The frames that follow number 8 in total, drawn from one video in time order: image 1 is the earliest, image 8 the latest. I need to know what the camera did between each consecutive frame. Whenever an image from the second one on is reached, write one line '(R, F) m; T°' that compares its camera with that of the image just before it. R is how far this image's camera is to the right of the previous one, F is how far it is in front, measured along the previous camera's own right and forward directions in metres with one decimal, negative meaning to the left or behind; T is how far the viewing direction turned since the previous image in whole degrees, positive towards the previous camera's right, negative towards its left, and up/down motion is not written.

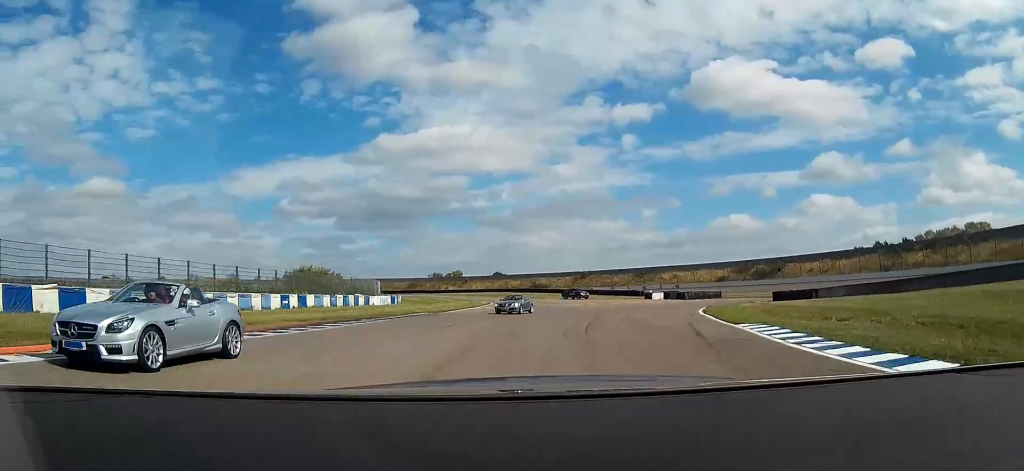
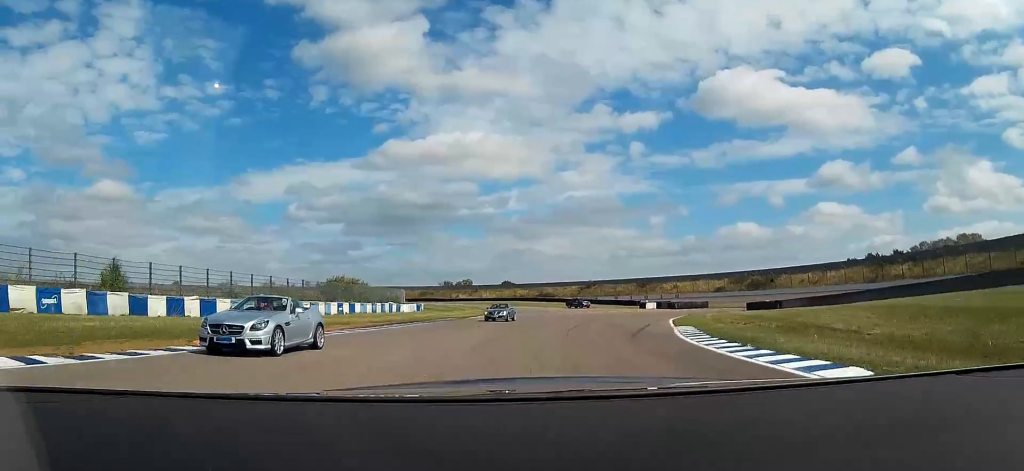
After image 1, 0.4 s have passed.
(-0.2, +11.5) m; 0°
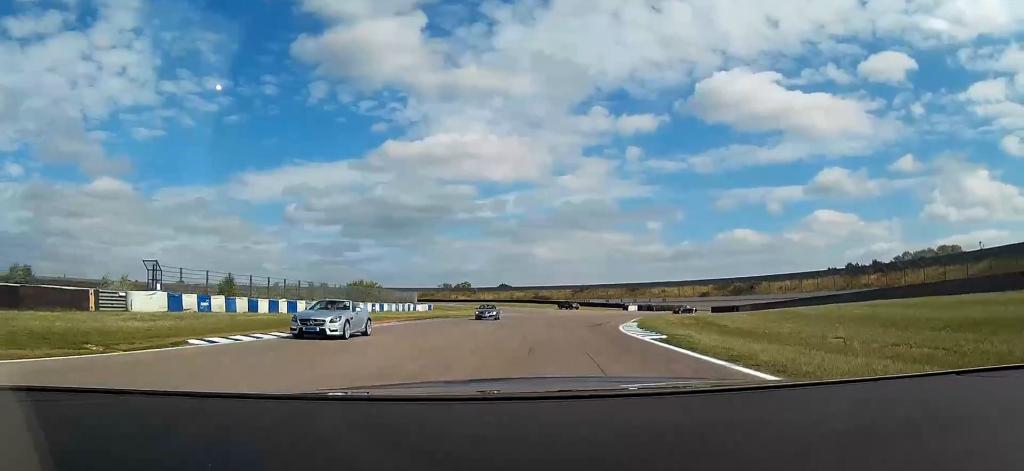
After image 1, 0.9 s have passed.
(-0.2, +13.3) m; 0°
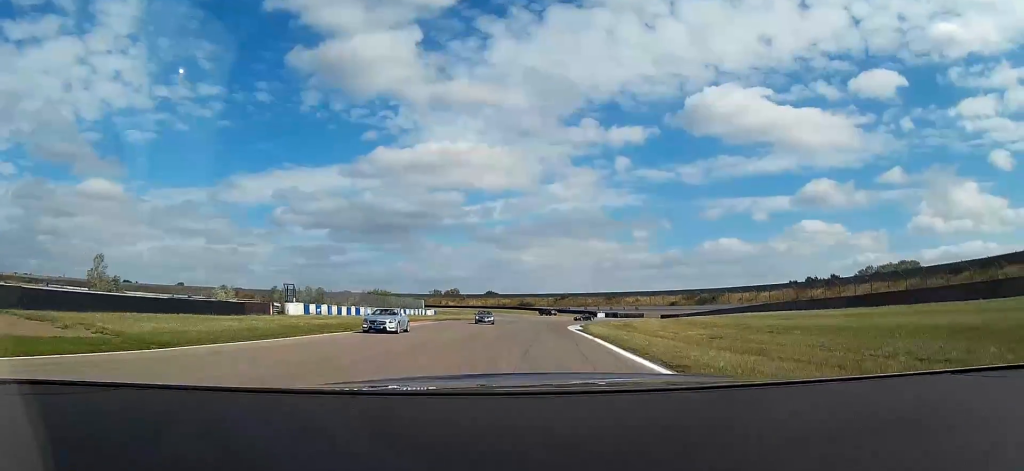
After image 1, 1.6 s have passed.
(+0.2, +23.0) m; +1°
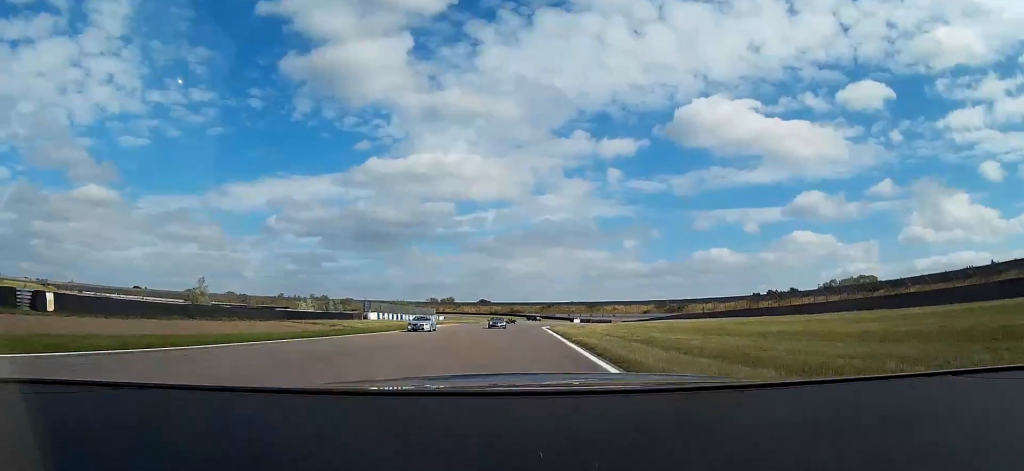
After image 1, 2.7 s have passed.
(+0.4, +31.5) m; +2°
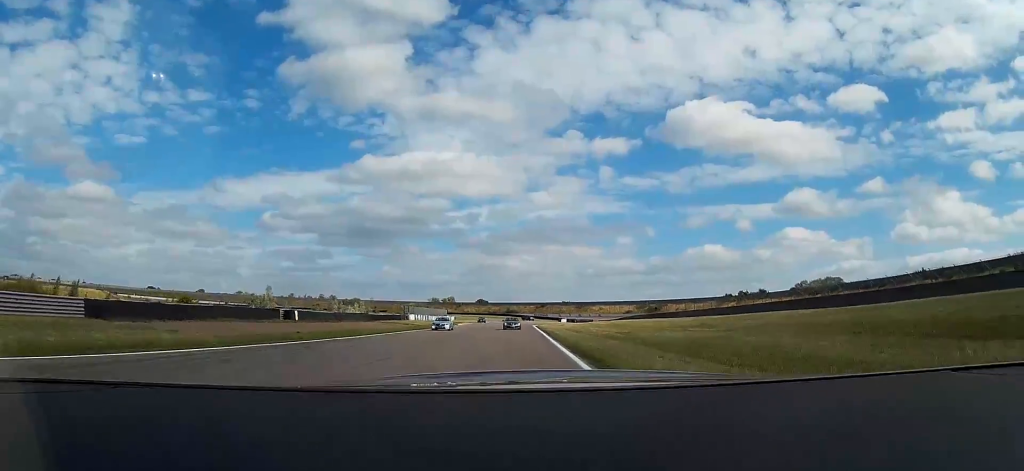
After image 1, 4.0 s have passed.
(+0.8, +33.3) m; +3°
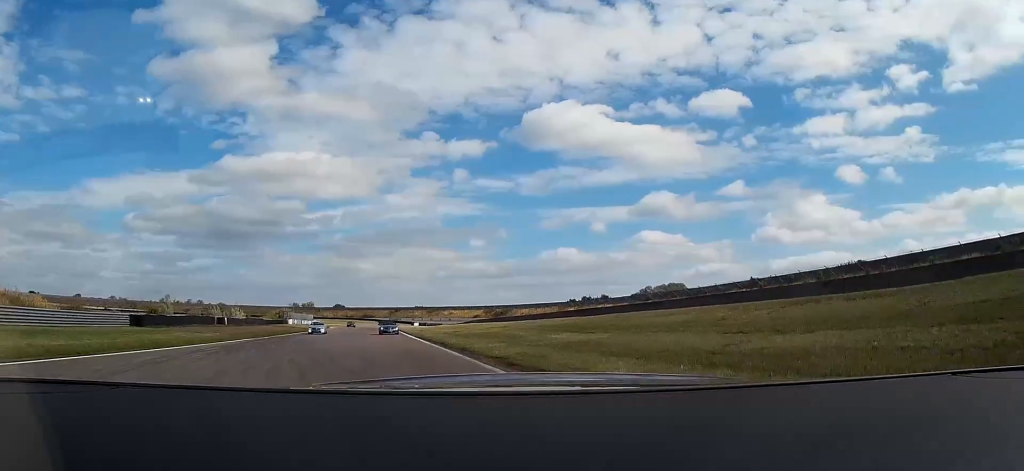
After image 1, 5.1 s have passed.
(+1.3, +22.3) m; +14°
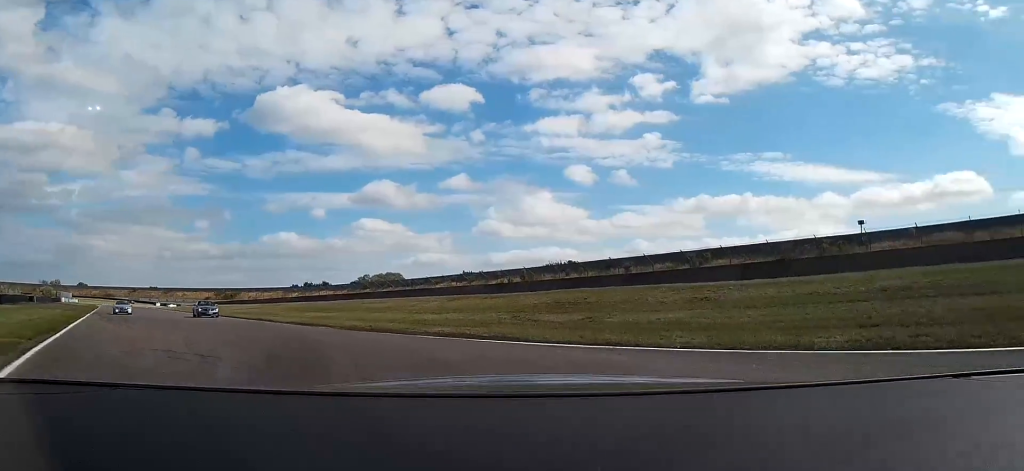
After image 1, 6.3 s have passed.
(+4.0, +16.2) m; +28°
